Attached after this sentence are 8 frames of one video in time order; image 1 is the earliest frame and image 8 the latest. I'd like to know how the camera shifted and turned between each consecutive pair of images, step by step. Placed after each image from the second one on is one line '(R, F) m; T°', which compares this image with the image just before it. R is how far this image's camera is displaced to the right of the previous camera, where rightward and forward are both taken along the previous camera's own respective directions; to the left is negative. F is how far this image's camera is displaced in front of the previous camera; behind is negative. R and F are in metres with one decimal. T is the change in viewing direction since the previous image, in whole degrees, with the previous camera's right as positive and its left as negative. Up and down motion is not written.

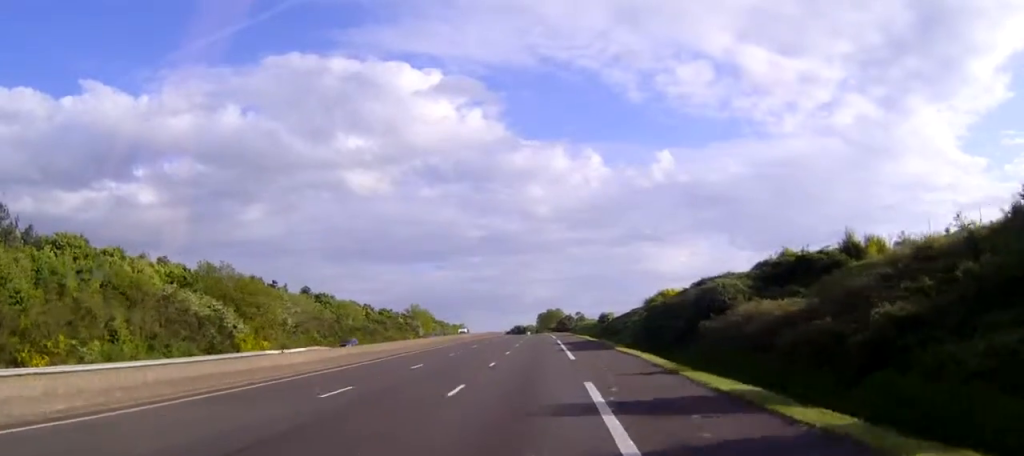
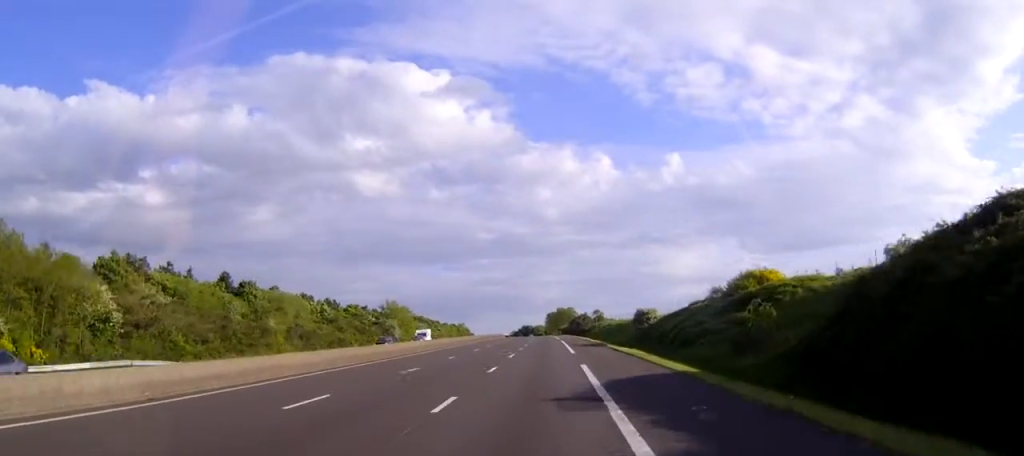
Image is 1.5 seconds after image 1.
(-0.2, +42.1) m; -1°
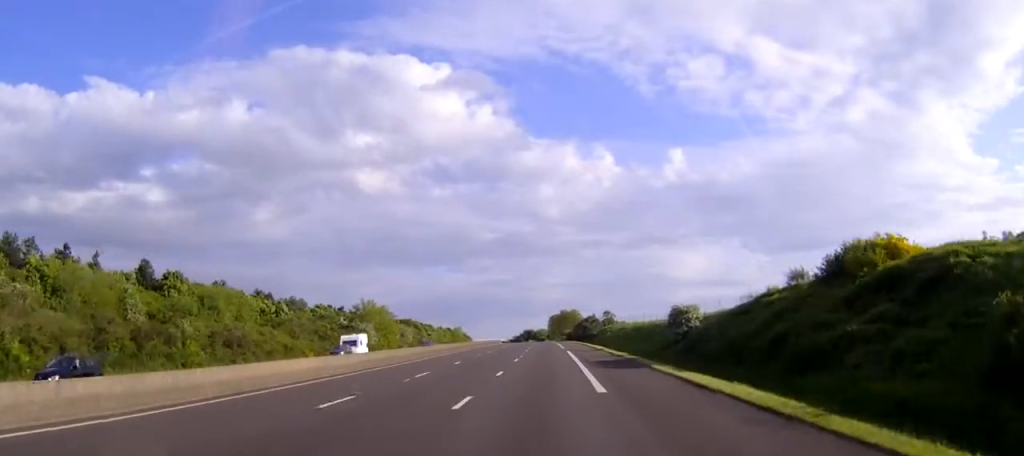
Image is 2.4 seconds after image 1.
(-0.1, +23.7) m; 0°
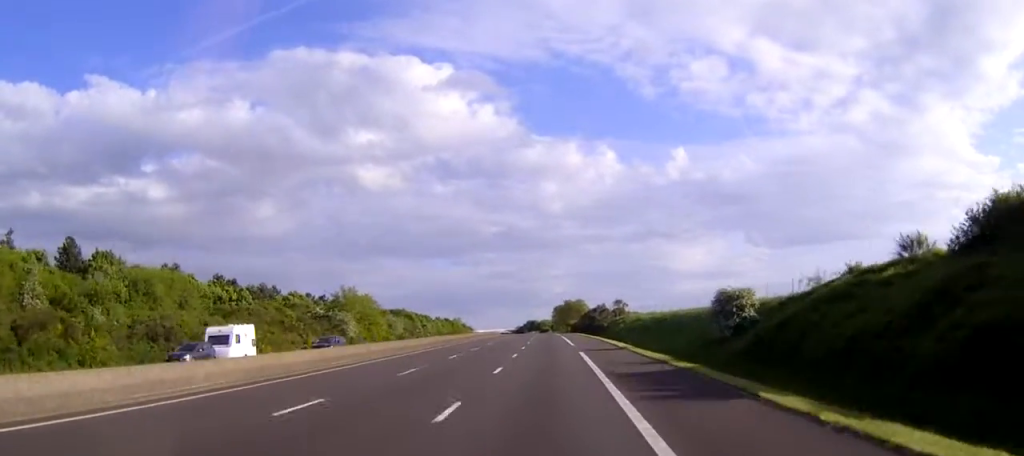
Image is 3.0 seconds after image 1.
(0.0, +16.4) m; 0°
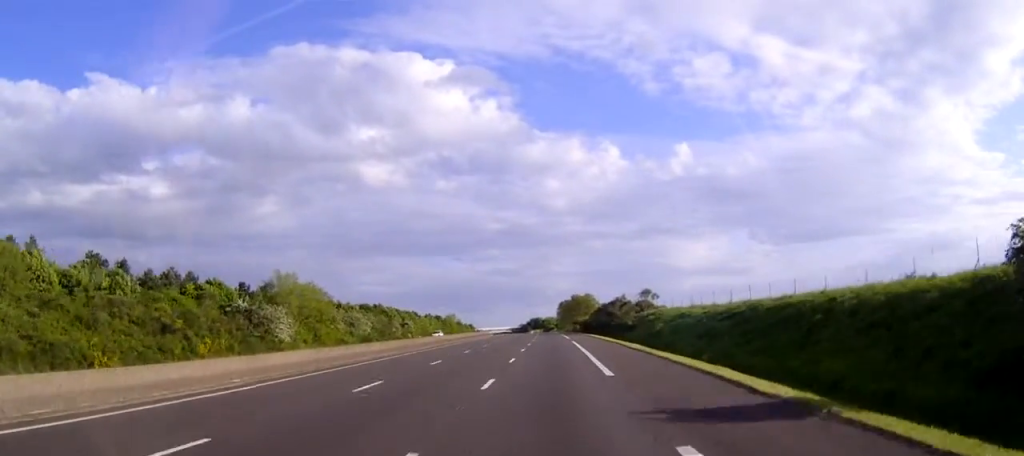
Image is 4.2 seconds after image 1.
(-0.1, +32.7) m; 0°
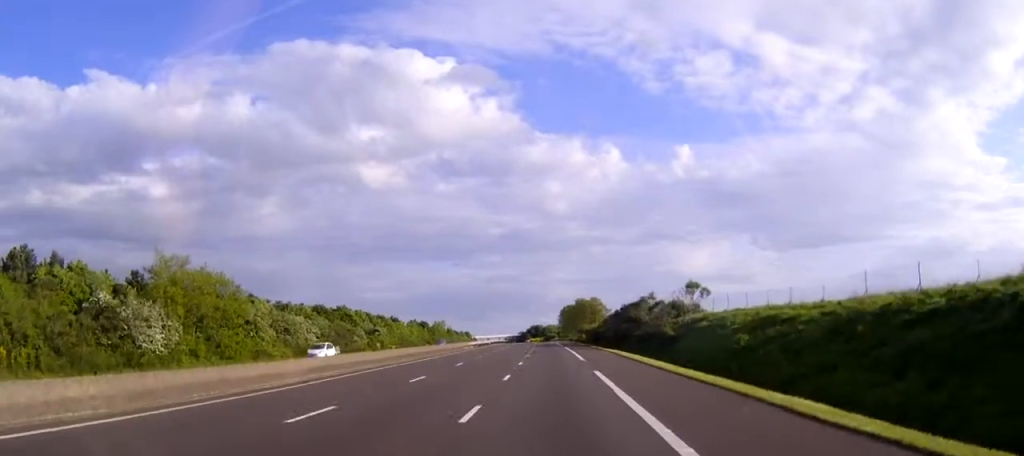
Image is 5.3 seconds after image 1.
(0.0, +30.7) m; 0°
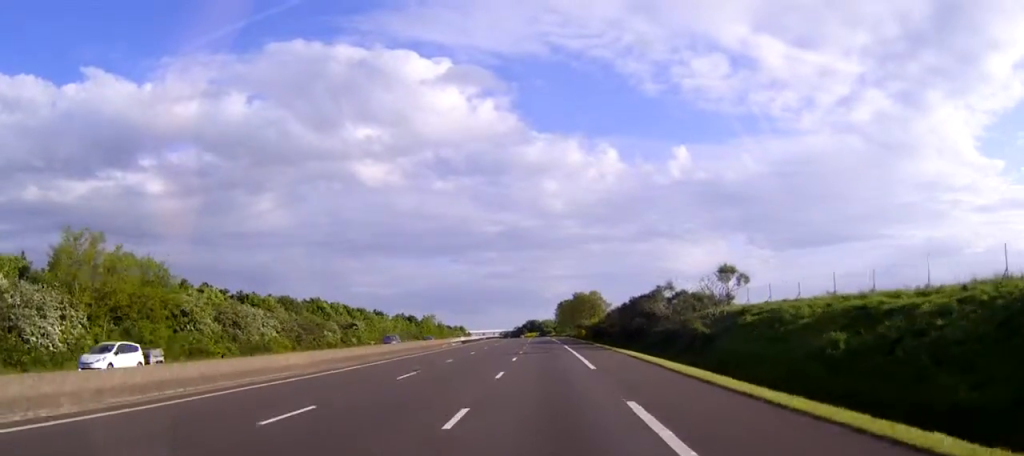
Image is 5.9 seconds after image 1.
(+0.1, +14.3) m; 0°
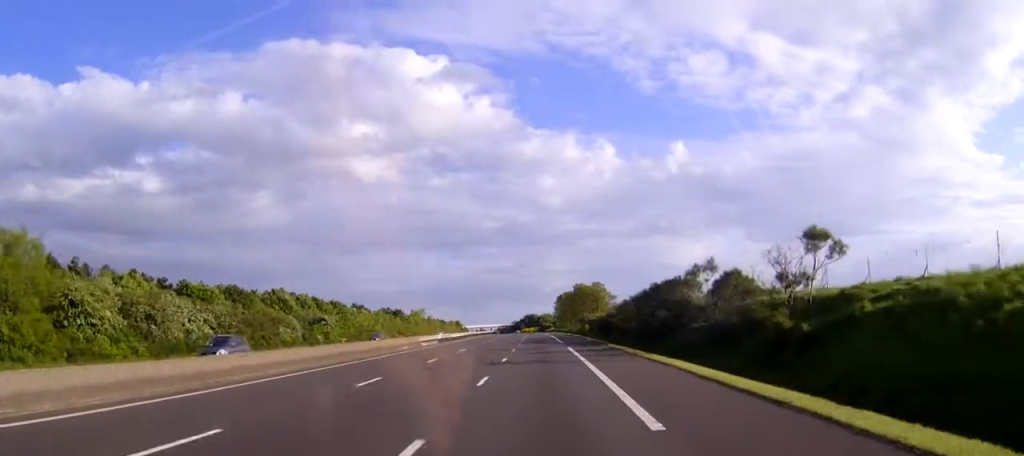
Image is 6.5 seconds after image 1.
(+0.1, +17.9) m; 0°
